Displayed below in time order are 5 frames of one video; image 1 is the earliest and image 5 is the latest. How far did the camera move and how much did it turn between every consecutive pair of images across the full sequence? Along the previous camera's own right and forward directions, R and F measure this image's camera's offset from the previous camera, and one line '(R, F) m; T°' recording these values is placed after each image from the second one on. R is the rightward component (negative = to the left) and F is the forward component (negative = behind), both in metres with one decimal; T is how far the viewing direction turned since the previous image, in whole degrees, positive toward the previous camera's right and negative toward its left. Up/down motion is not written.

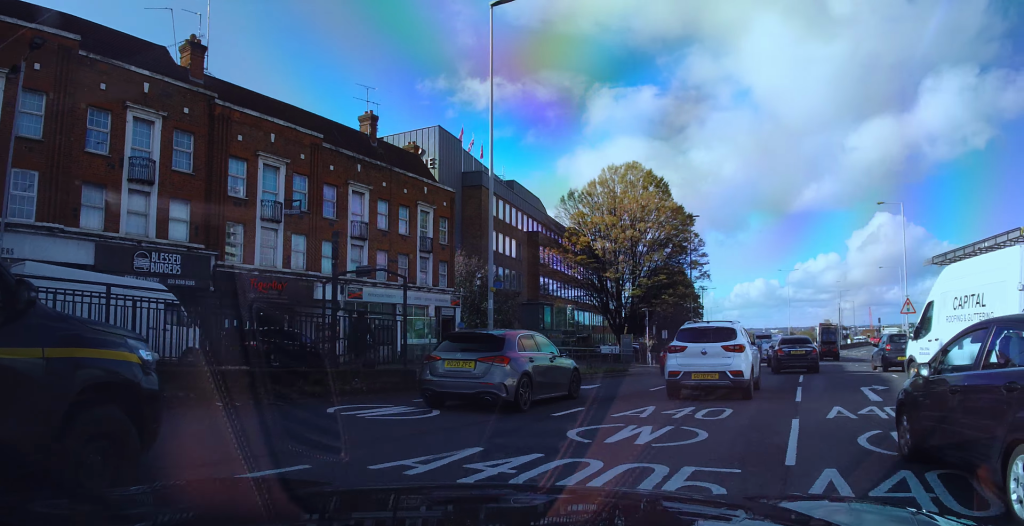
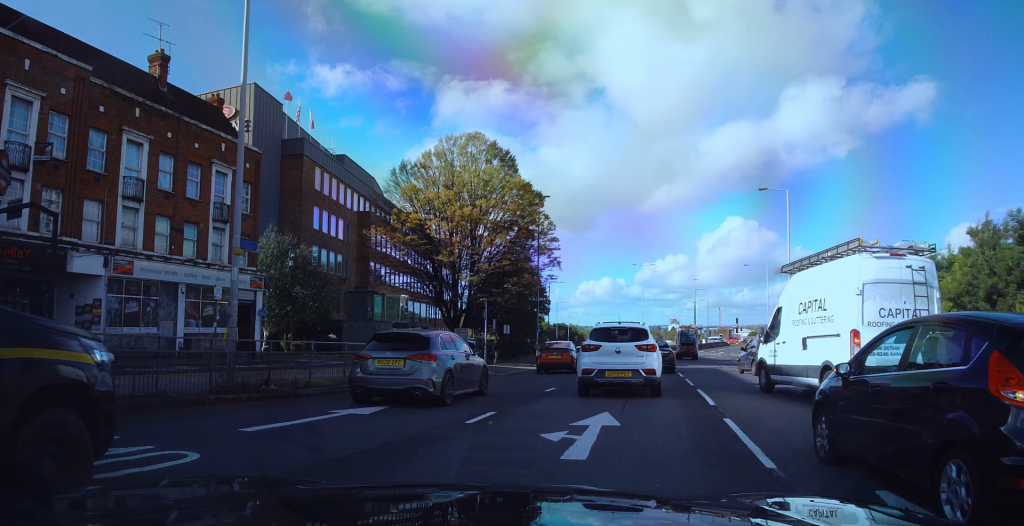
(+1.0, +6.6) m; +13°
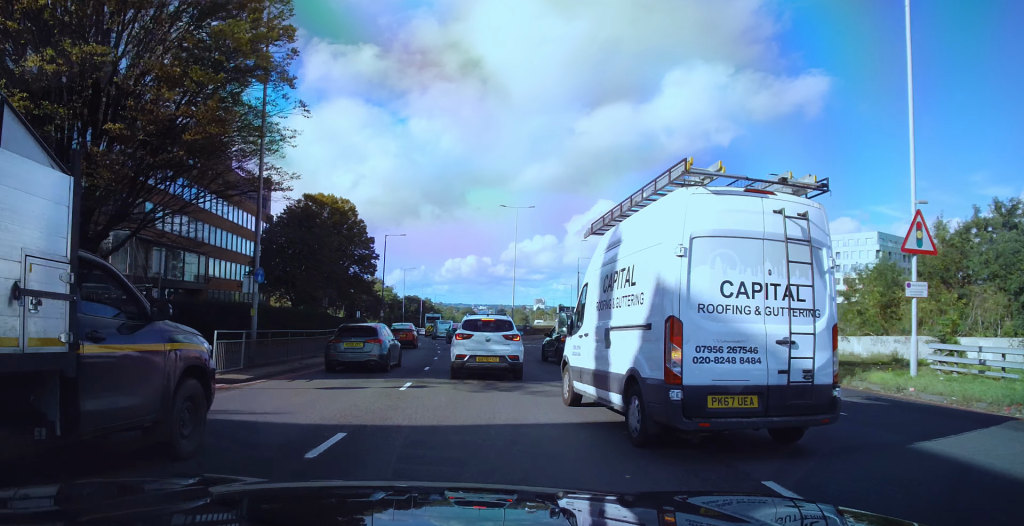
(+4.9, +27.8) m; +11°
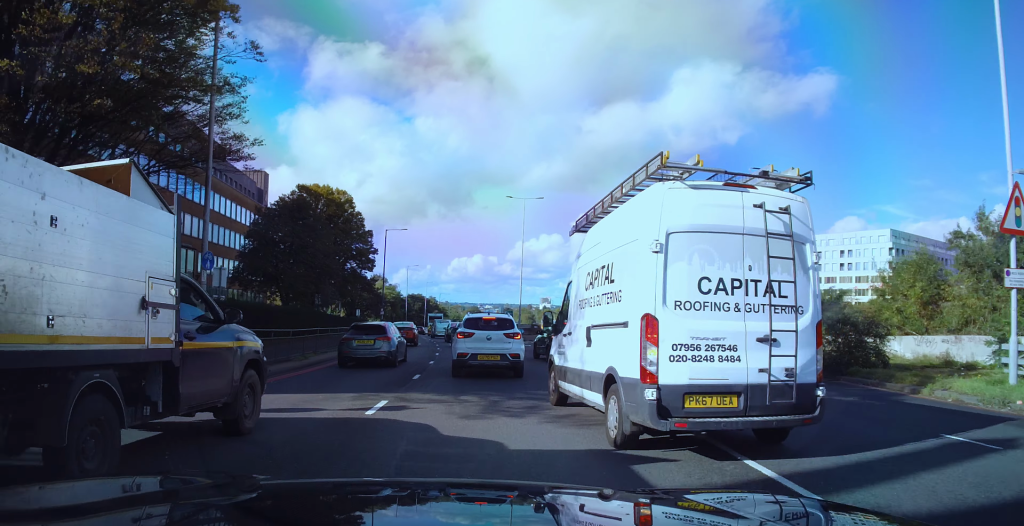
(0.0, +4.2) m; 0°
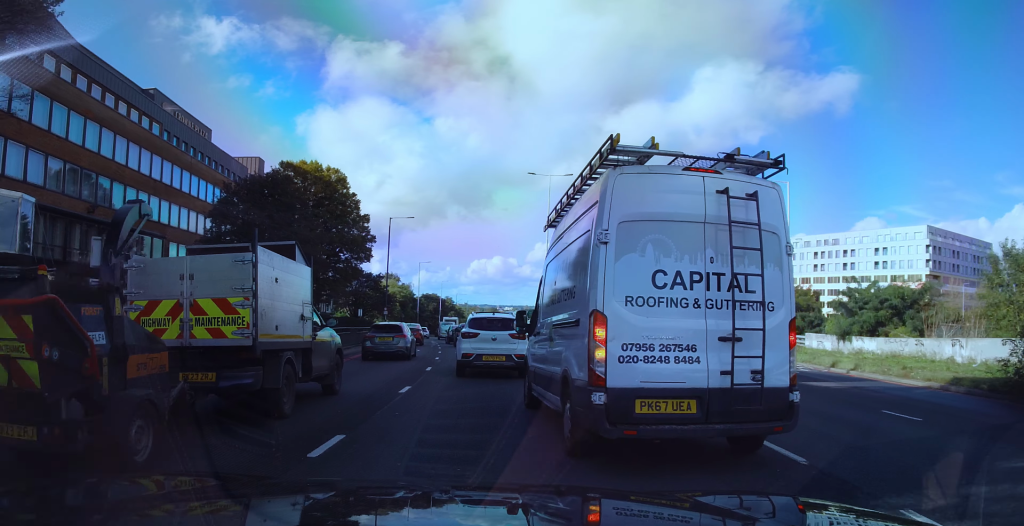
(0.0, +9.6) m; 0°
